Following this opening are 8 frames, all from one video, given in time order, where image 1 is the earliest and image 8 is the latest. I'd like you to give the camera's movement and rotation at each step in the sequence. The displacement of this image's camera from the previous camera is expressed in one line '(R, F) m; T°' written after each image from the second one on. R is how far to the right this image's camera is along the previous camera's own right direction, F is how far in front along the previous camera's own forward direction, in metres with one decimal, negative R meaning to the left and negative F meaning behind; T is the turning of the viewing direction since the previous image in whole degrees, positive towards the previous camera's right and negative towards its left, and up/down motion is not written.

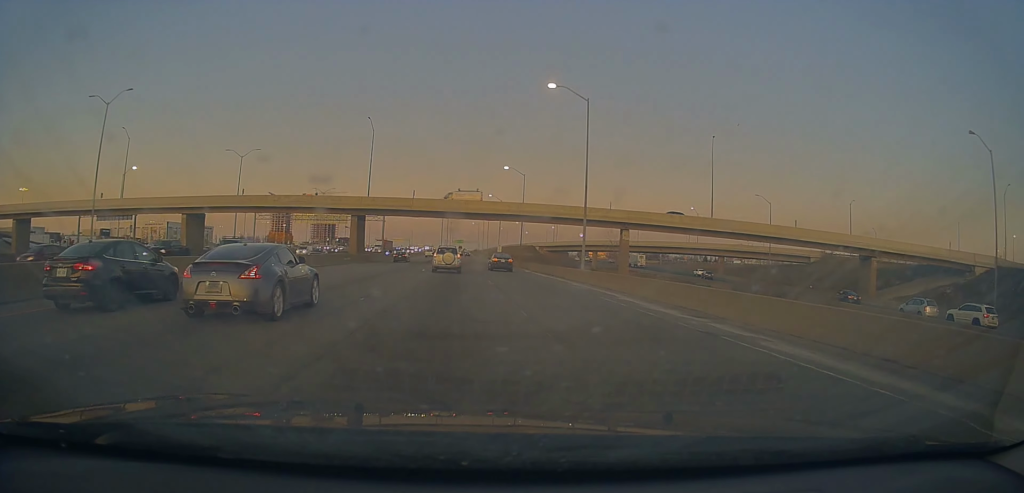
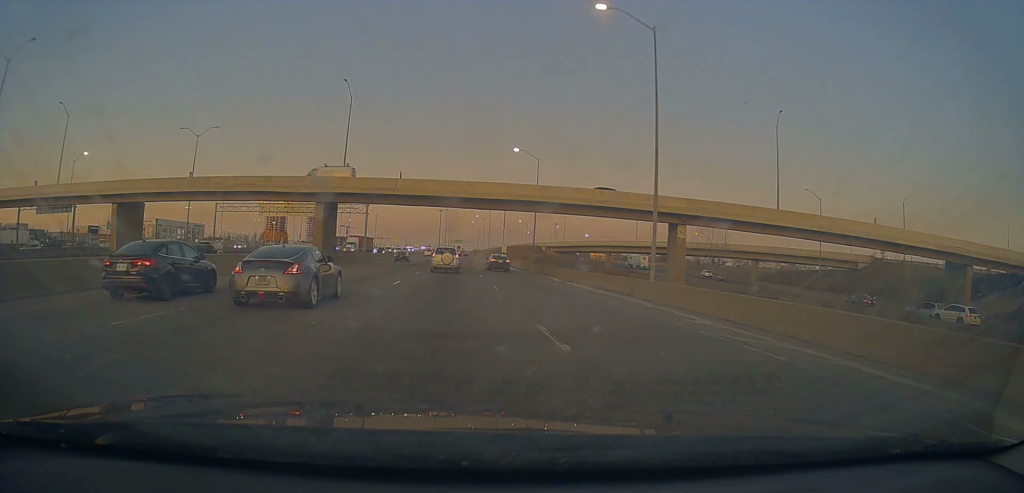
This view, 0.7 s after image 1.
(+0.1, +16.9) m; 0°
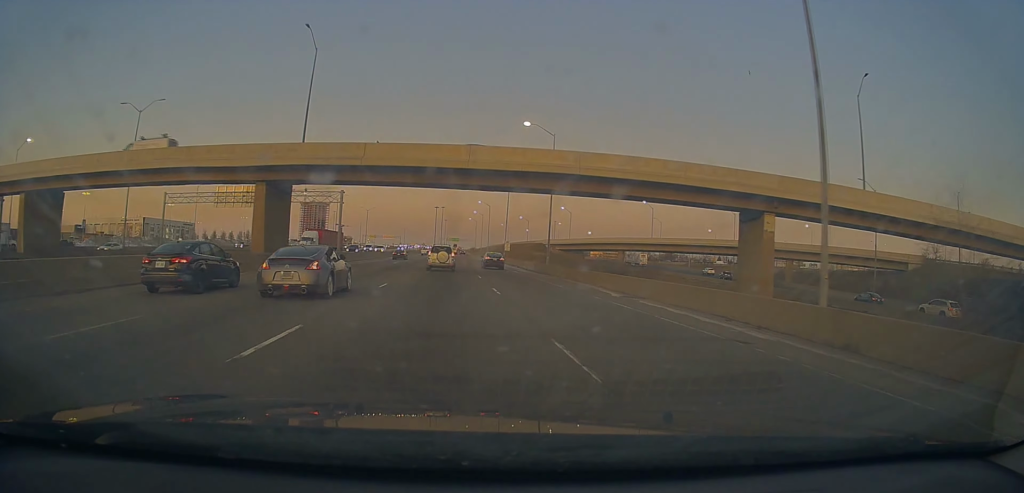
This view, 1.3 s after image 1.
(-0.1, +15.2) m; 0°
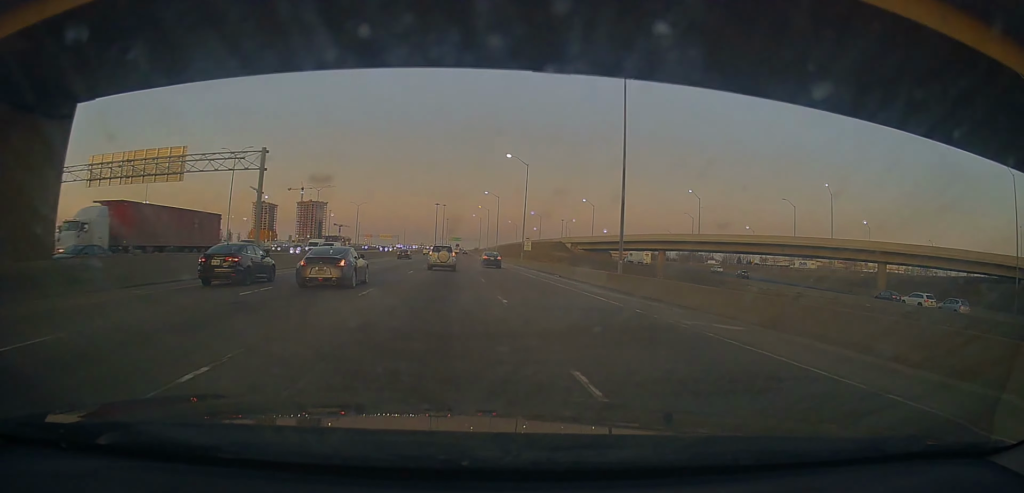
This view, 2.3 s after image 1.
(0.0, +26.7) m; 0°
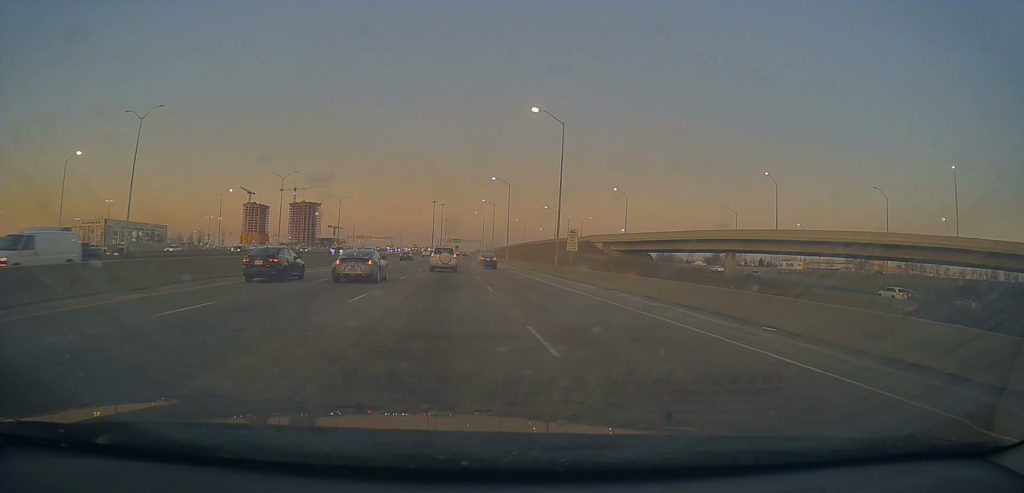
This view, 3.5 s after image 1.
(-0.2, +29.6) m; 0°
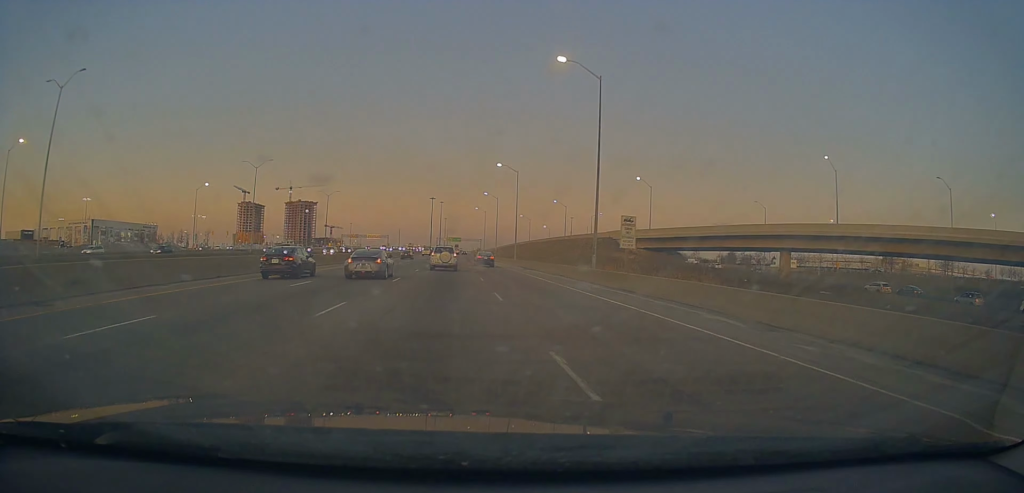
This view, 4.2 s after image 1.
(0.0, +15.5) m; 0°
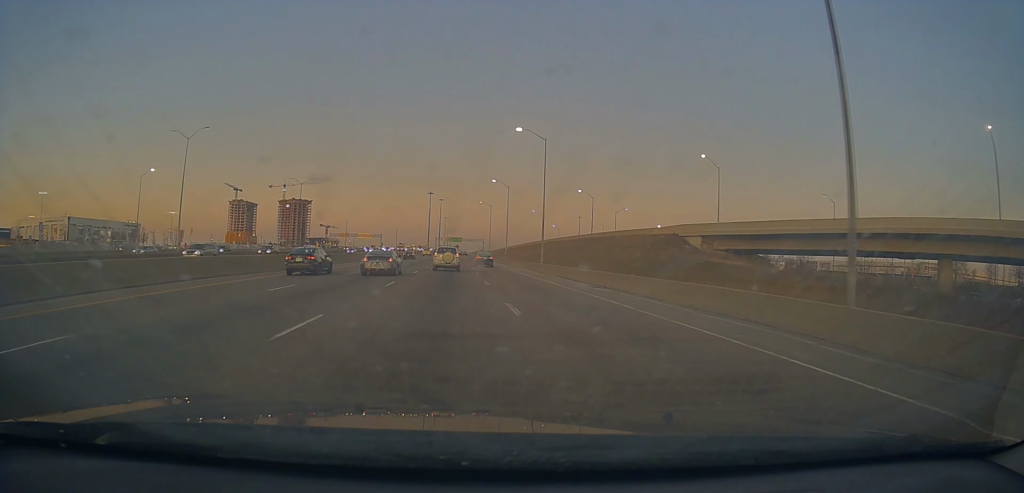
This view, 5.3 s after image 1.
(+0.3, +27.8) m; +1°
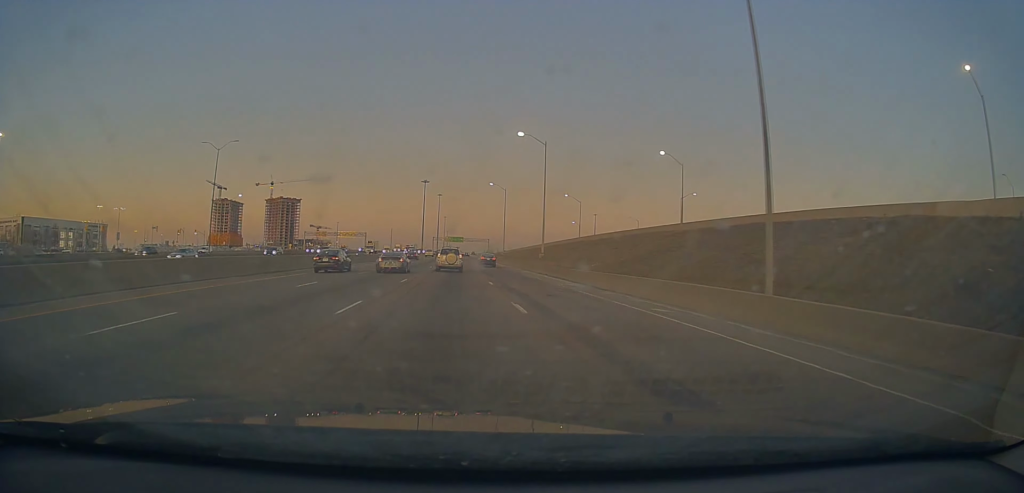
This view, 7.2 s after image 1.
(-0.4, +46.5) m; -1°
